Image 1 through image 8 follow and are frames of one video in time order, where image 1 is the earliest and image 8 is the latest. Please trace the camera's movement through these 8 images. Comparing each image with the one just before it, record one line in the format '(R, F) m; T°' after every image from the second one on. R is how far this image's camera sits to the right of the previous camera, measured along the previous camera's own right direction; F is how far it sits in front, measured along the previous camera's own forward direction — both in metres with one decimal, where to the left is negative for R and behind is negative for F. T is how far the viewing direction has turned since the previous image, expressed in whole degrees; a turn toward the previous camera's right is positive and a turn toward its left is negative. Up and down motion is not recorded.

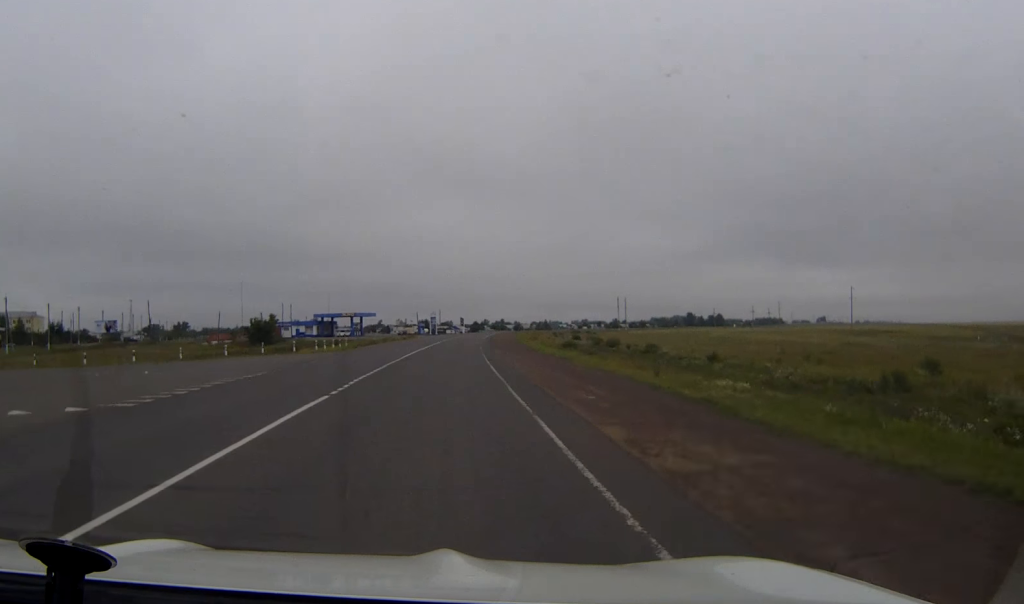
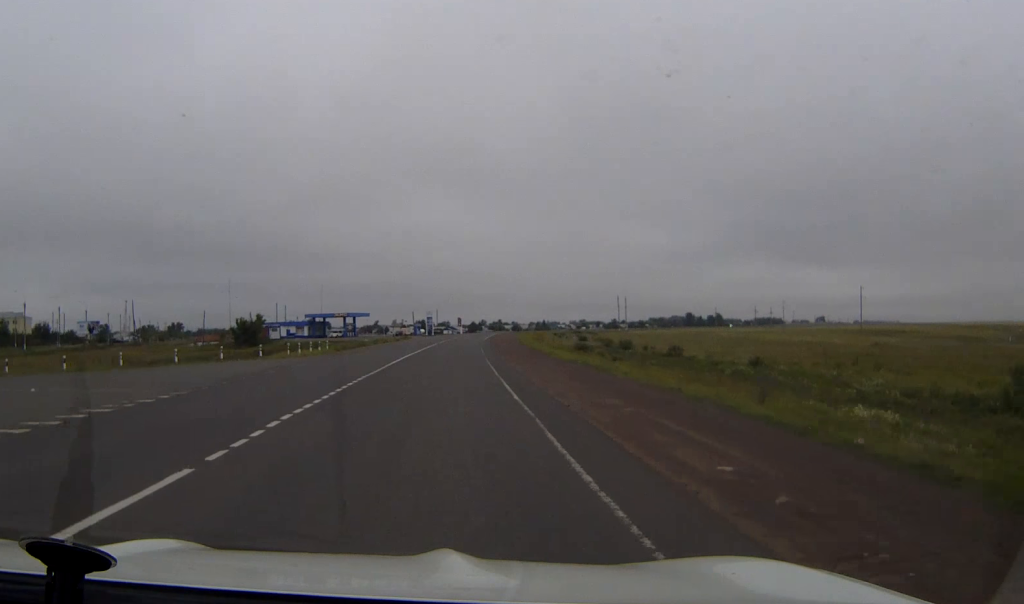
(0.0, +9.3) m; 0°
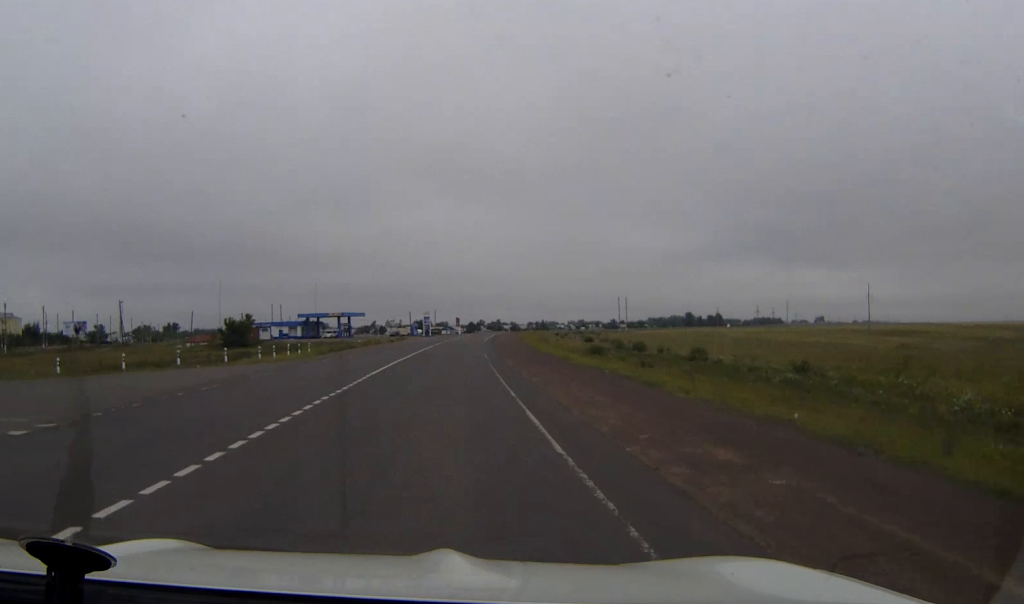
(0.0, +7.7) m; 0°
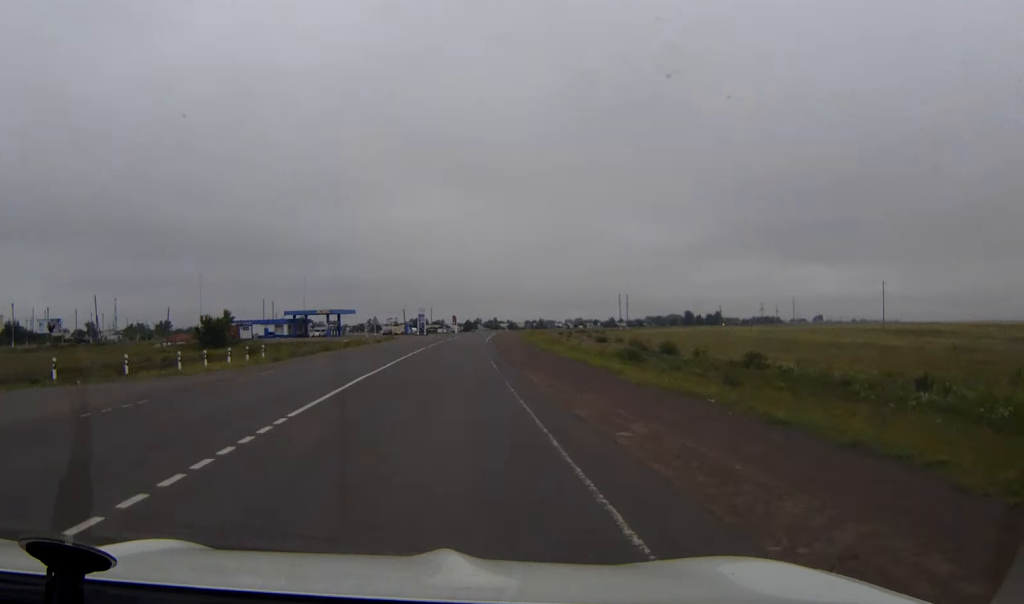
(0.0, +12.7) m; 0°
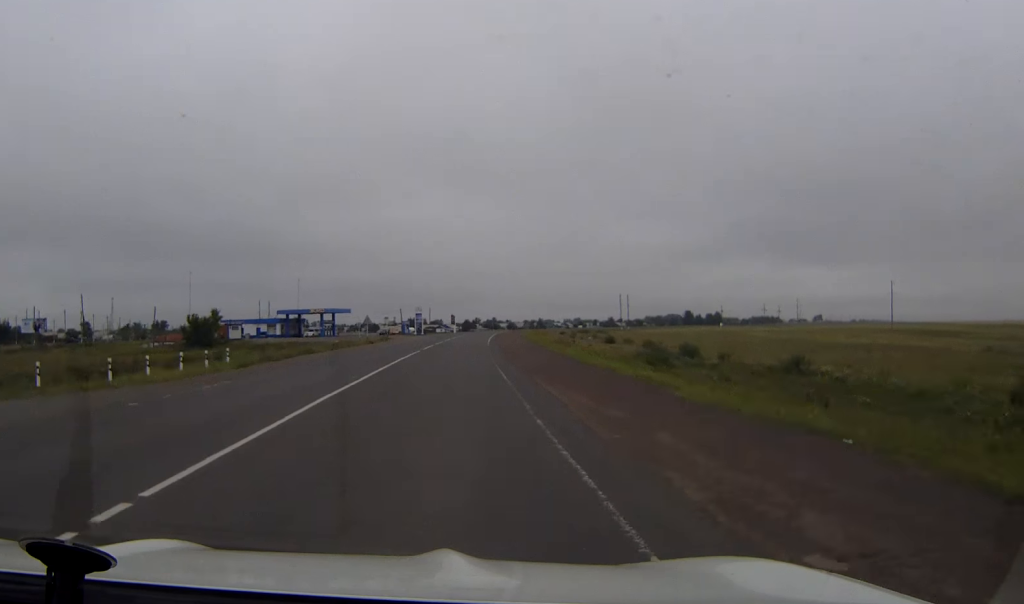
(0.0, +6.7) m; 0°
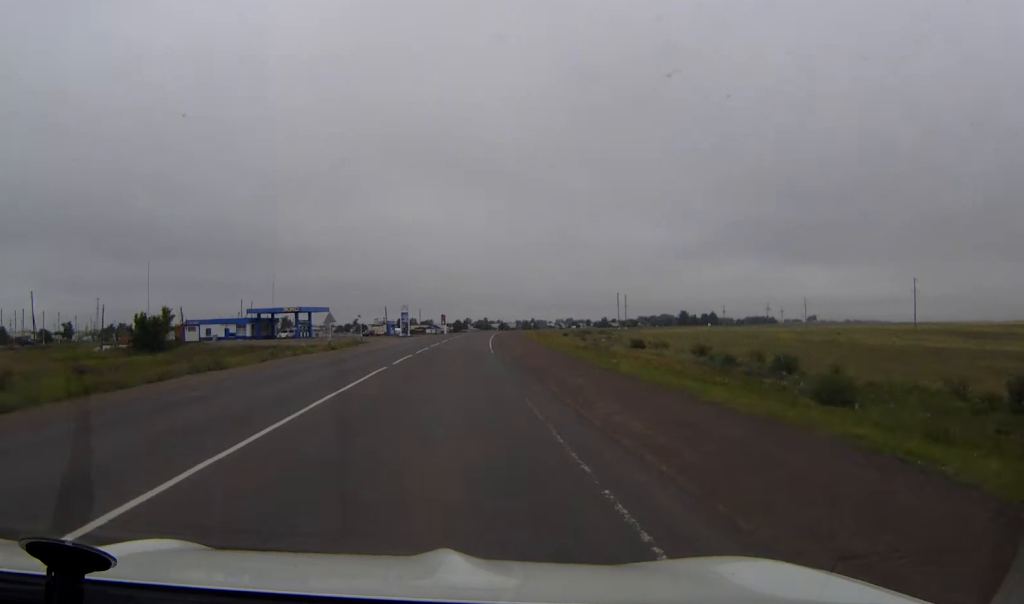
(+0.1, +19.8) m; +1°
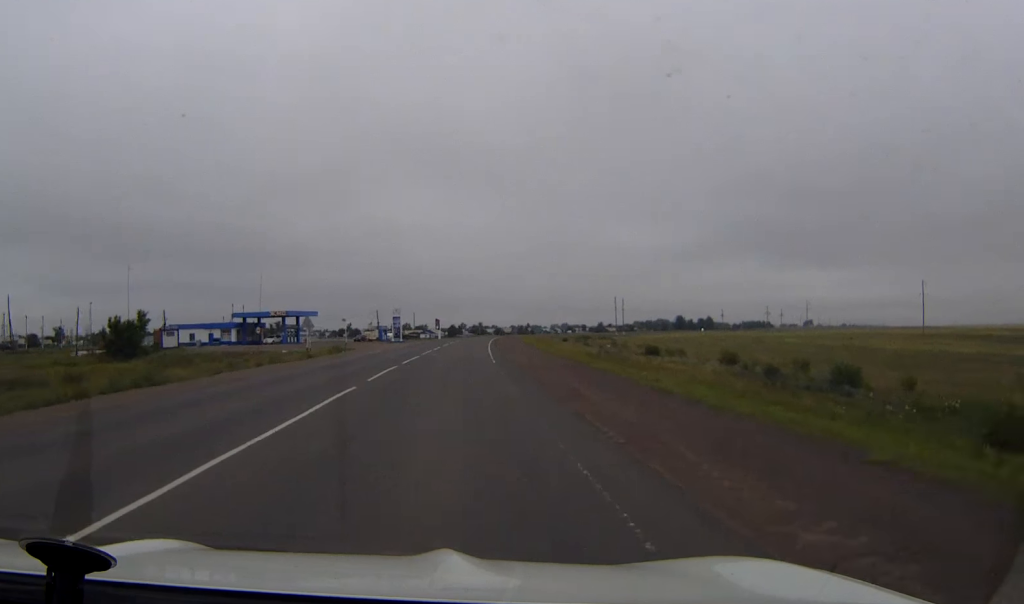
(0.0, +8.1) m; 0°
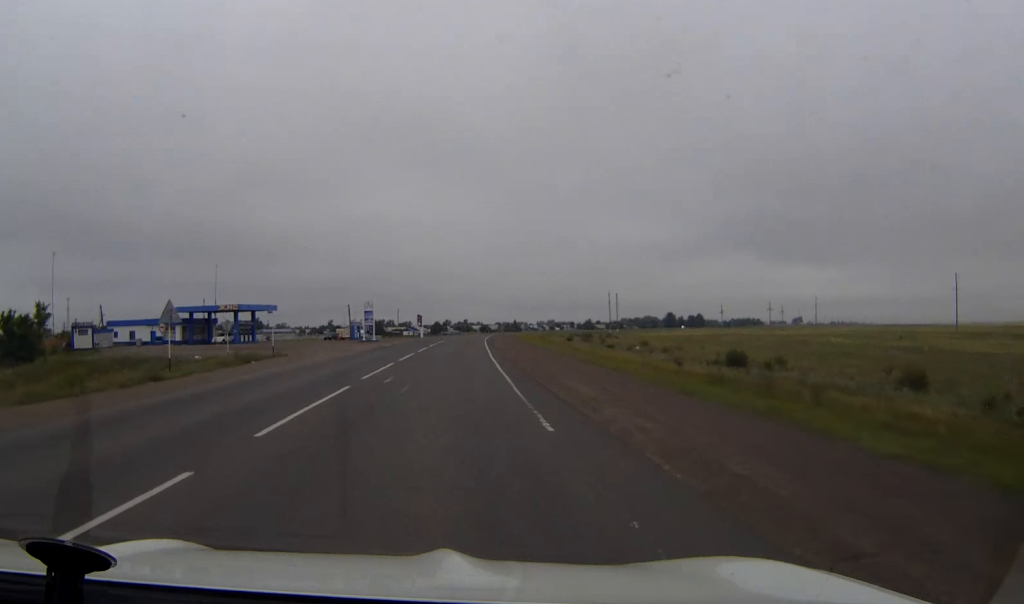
(+0.2, +25.1) m; +1°
